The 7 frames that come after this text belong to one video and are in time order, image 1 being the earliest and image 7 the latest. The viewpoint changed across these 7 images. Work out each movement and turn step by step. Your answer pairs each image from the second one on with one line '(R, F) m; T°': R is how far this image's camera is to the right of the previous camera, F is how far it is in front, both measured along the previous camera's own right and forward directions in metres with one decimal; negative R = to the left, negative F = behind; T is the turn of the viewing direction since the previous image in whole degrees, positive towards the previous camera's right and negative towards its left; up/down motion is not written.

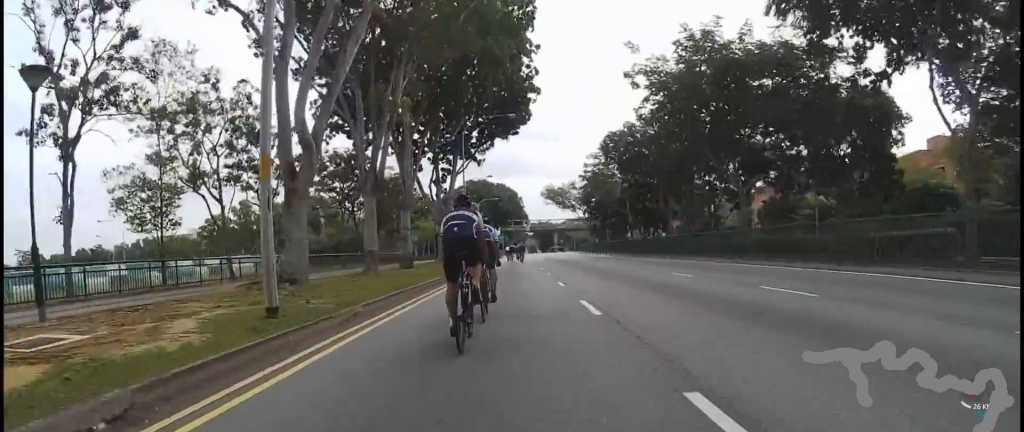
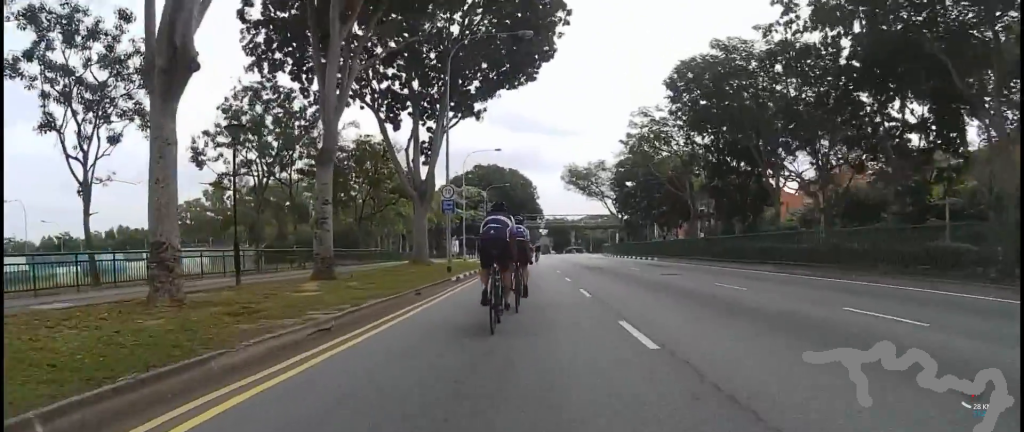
(0.0, +13.1) m; 0°
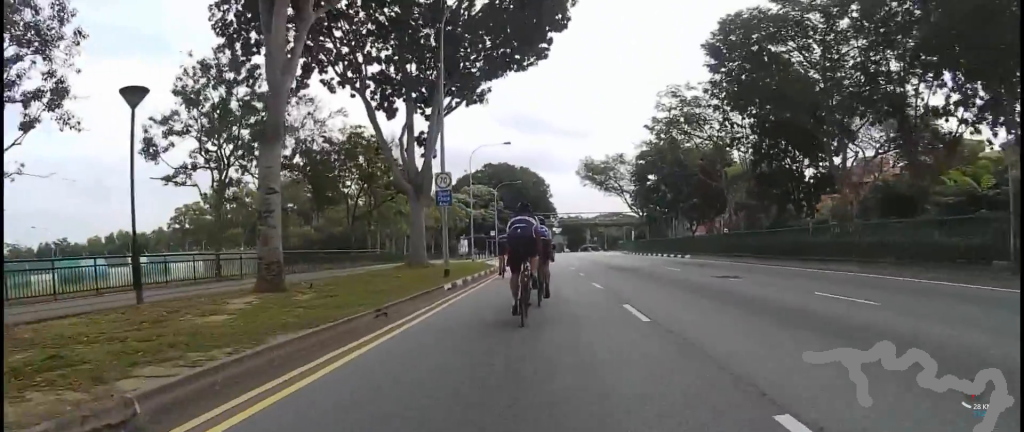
(0.0, +4.0) m; 0°
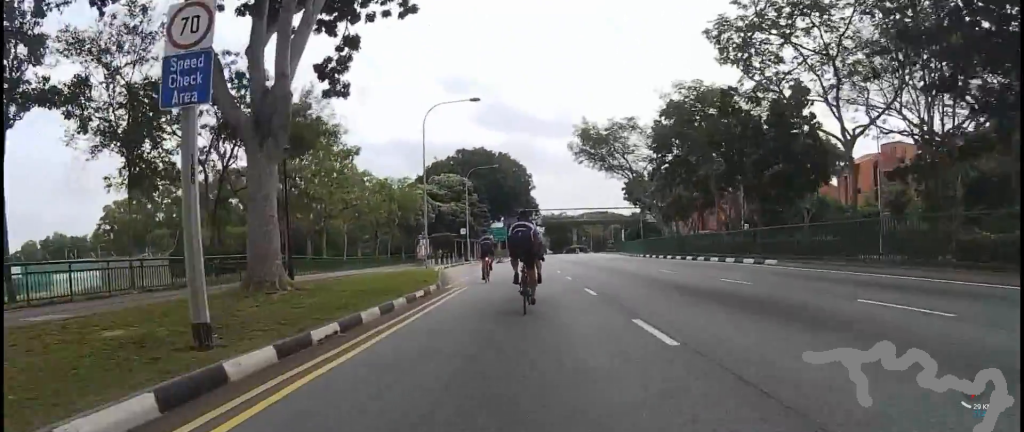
(0.0, +12.9) m; 0°
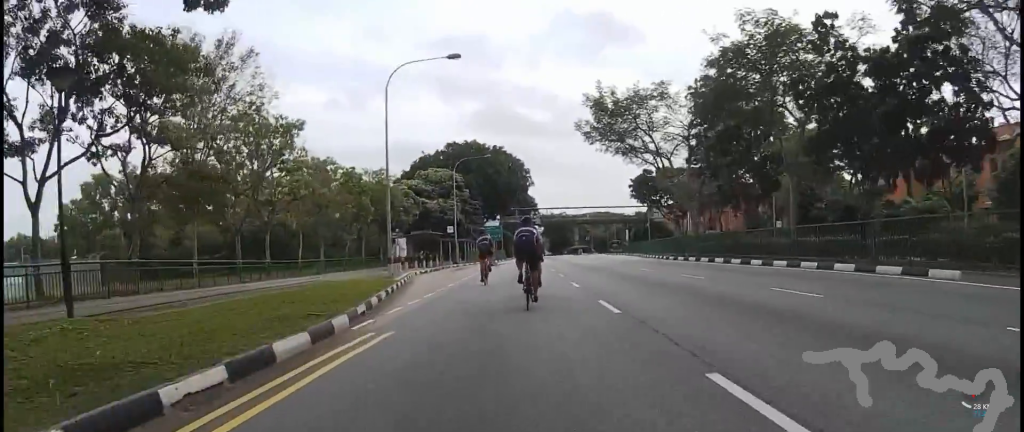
(0.0, +8.5) m; 0°
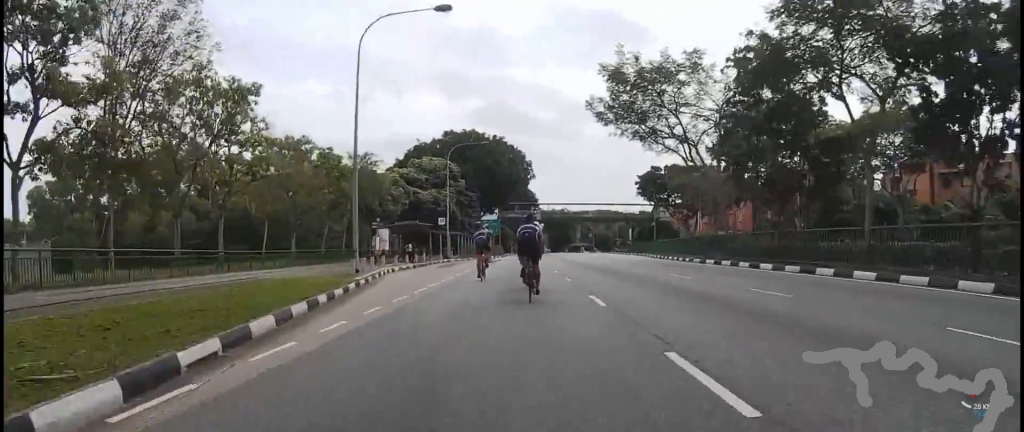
(0.0, +4.9) m; 0°
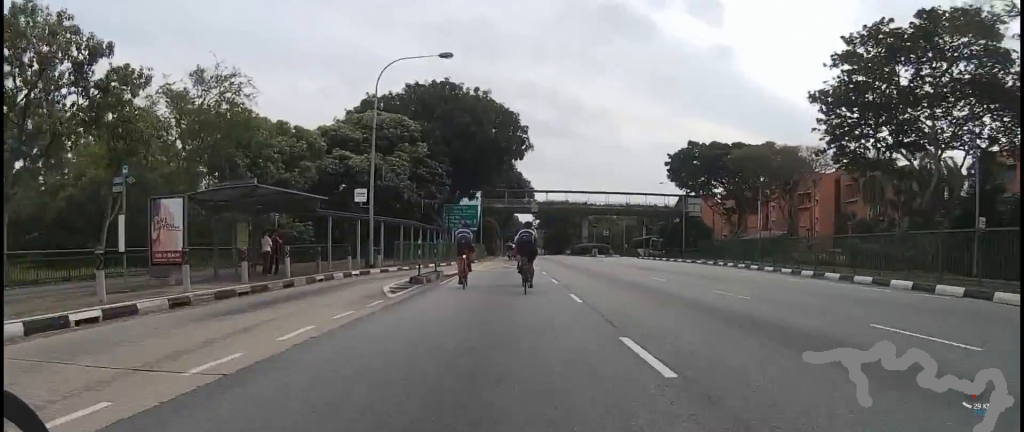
(-2.0, +22.8) m; -5°
